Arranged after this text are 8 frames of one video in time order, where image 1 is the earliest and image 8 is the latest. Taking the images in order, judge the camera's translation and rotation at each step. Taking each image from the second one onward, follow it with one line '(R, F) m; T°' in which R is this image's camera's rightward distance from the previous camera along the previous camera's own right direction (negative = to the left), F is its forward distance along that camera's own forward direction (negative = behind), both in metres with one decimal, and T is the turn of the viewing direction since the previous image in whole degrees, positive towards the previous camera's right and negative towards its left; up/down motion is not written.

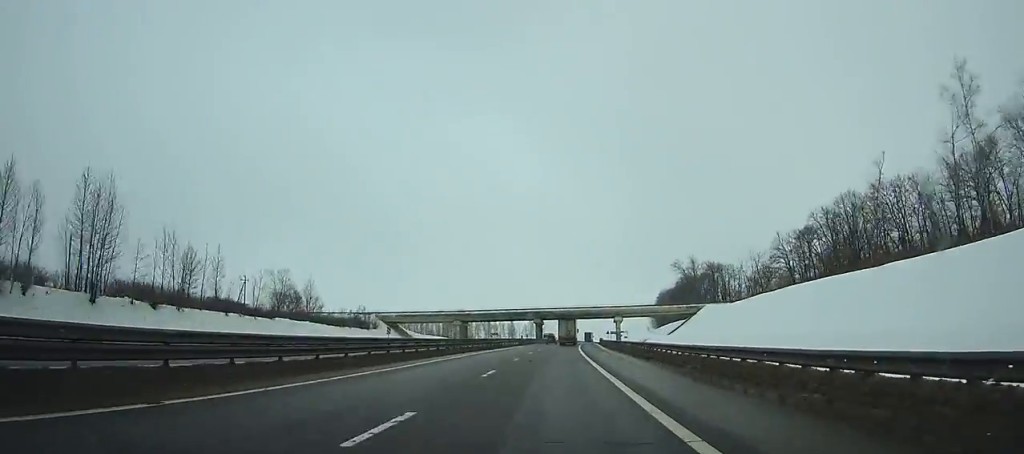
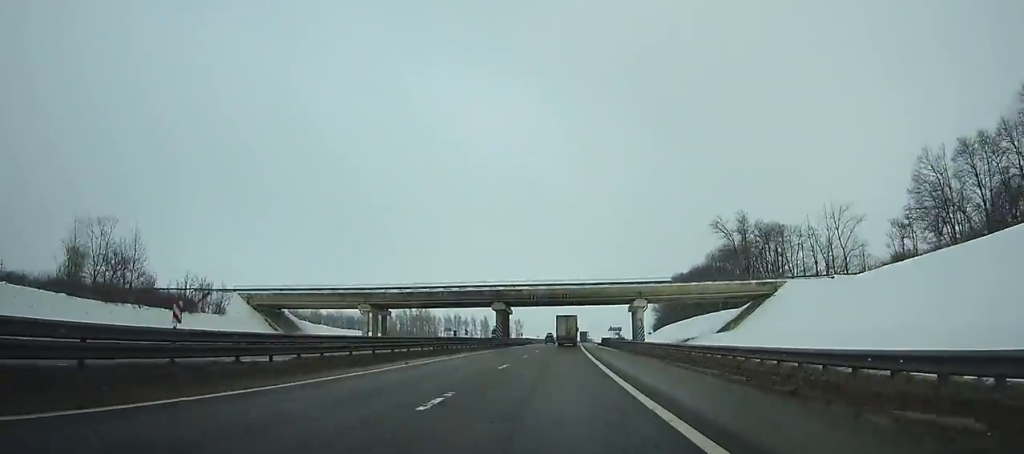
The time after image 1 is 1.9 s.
(+1.2, +54.8) m; +1°
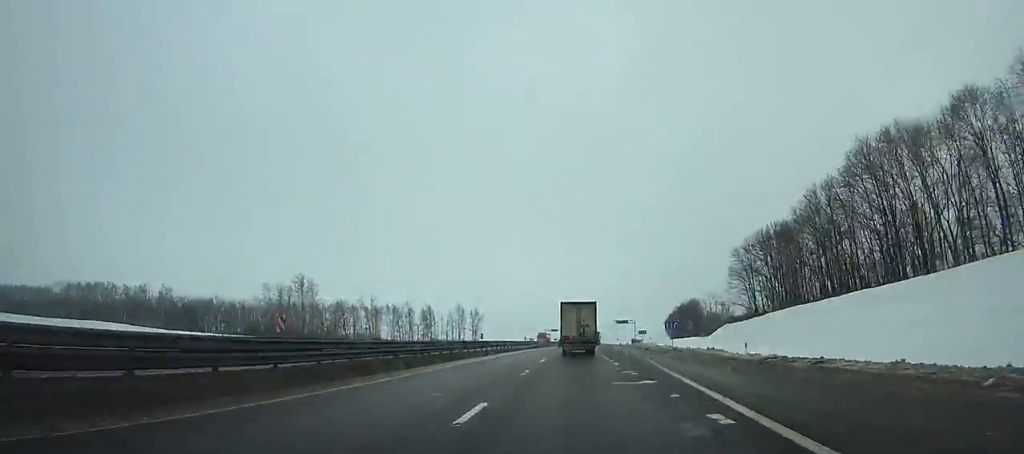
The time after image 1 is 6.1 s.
(+2.5, +120.3) m; +3°
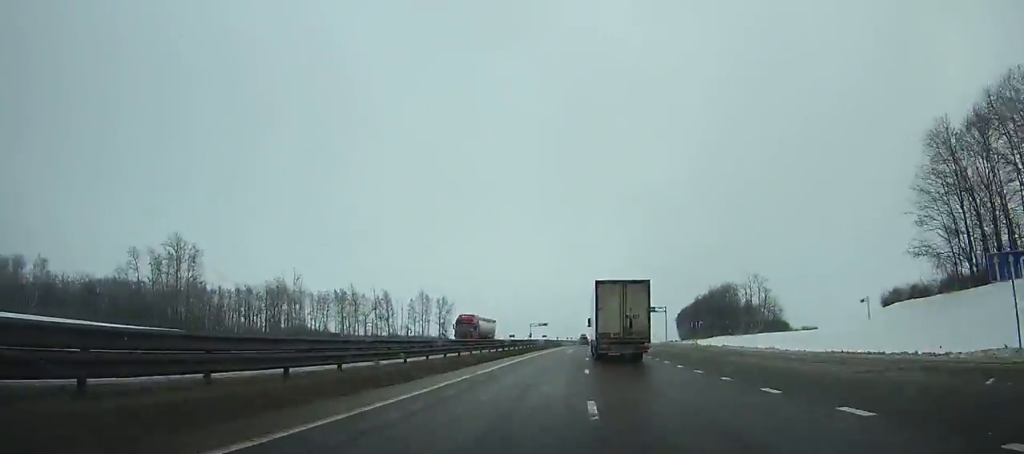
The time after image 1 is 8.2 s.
(+0.8, +60.1) m; +2°
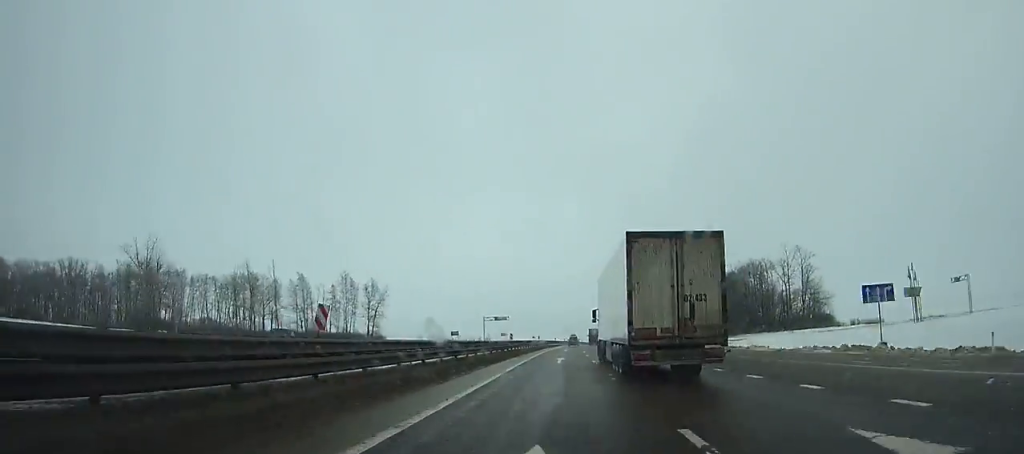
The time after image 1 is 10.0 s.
(+1.1, +51.7) m; +2°
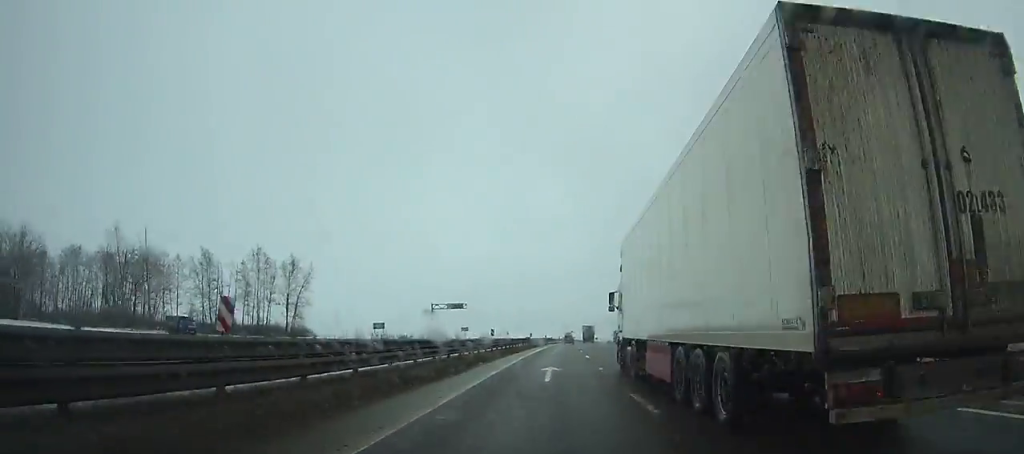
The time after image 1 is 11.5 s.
(+0.7, +43.2) m; +2°
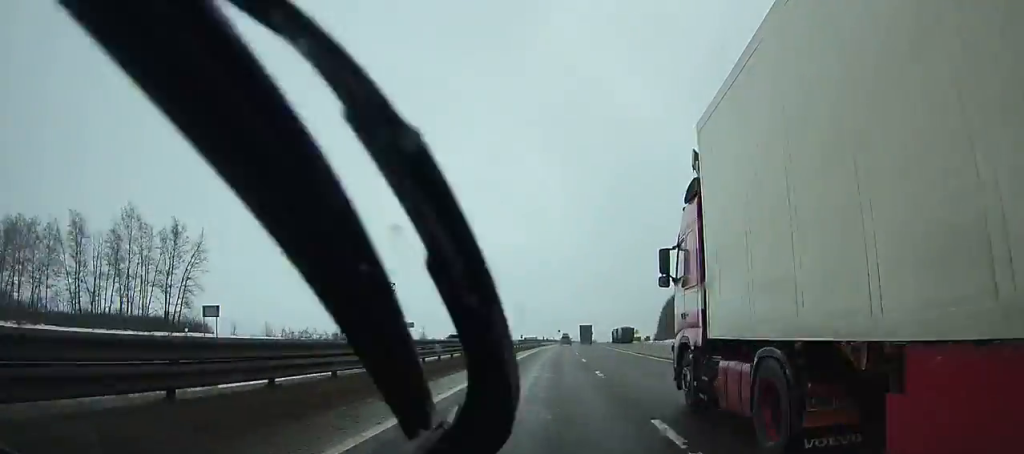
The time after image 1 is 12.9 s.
(+0.7, +40.7) m; +1°
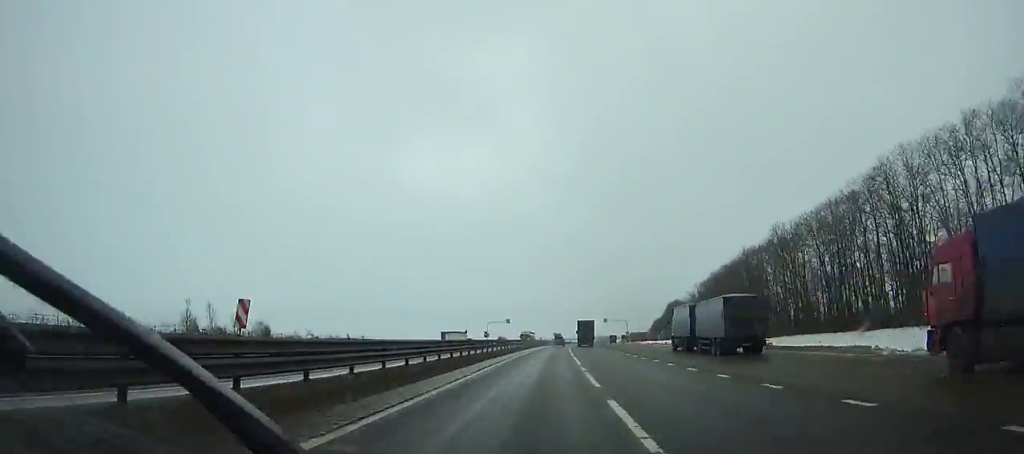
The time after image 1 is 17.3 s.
(+4.2, +129.1) m; +3°
